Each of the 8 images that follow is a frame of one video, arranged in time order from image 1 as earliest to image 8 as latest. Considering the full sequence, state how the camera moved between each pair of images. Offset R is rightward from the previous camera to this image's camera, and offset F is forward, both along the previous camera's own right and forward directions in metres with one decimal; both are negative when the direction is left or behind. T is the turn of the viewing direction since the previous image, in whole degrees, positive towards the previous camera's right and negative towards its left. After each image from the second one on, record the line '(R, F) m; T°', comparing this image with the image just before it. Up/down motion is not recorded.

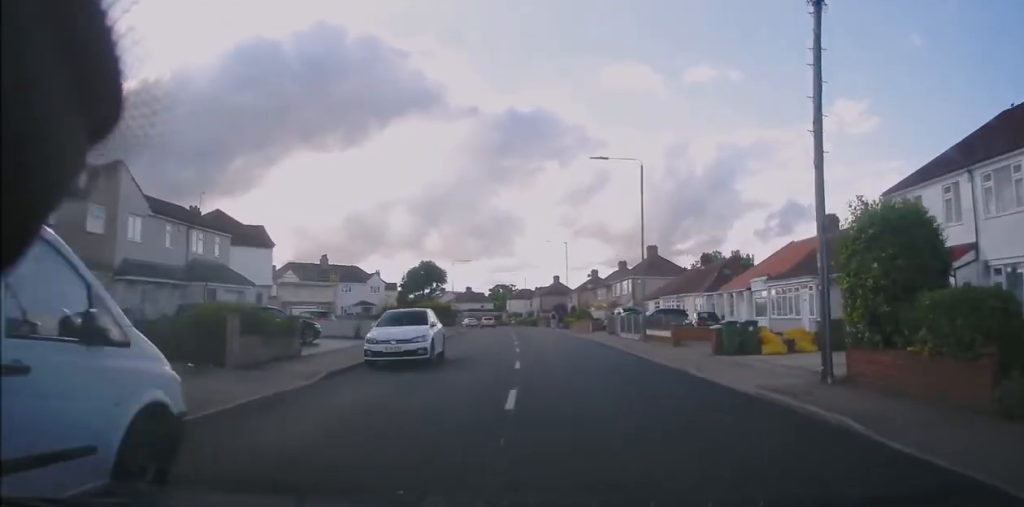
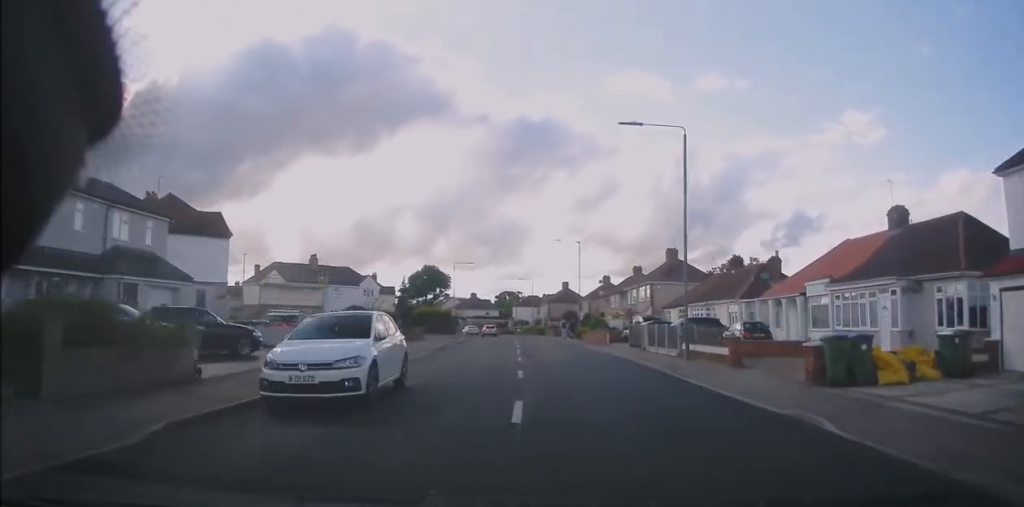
(+0.1, +6.4) m; 0°
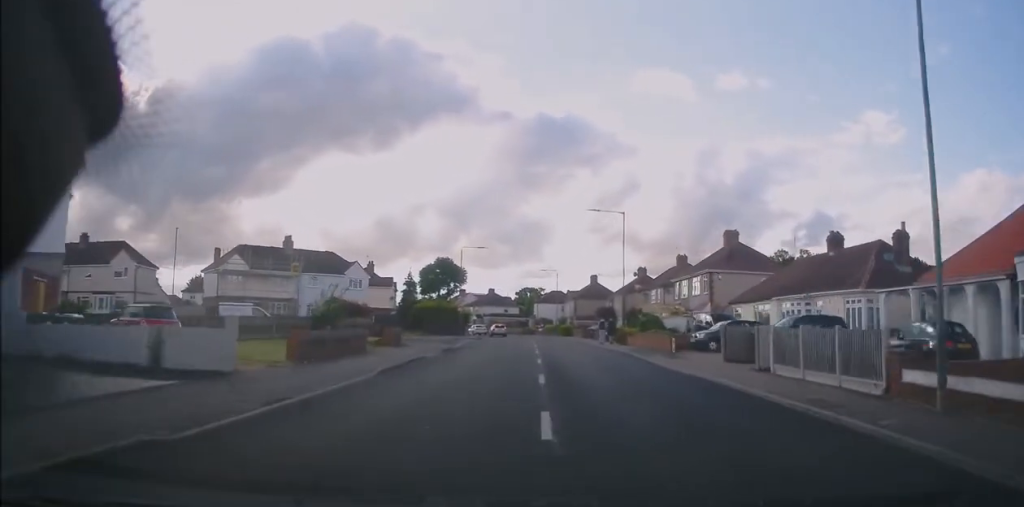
(-0.4, +13.3) m; -2°
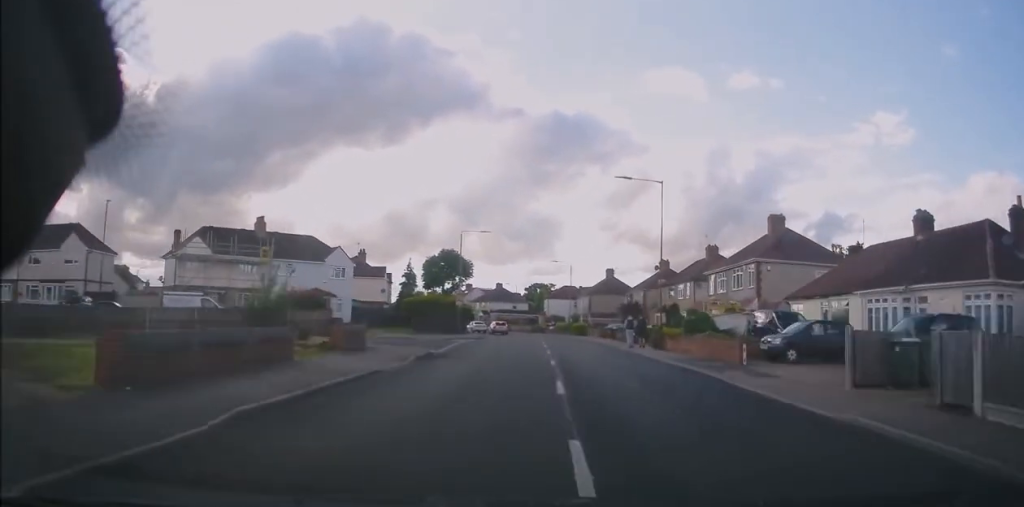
(0.0, +8.2) m; -1°
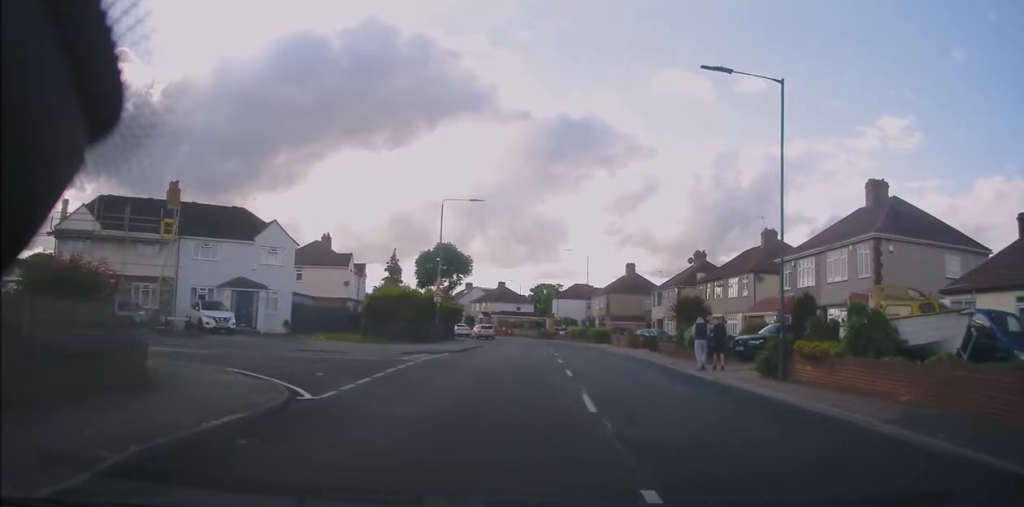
(-0.2, +14.0) m; -1°
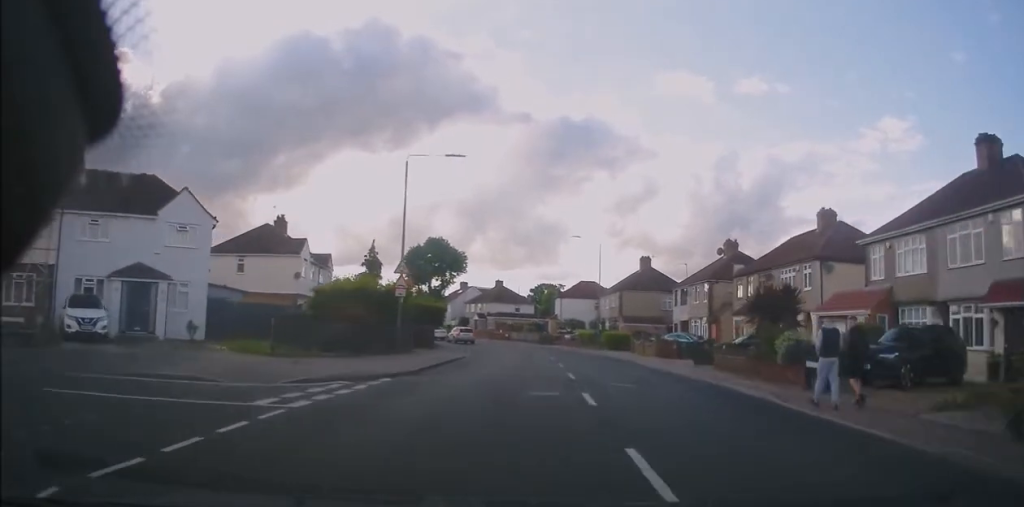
(0.0, +10.1) m; 0°
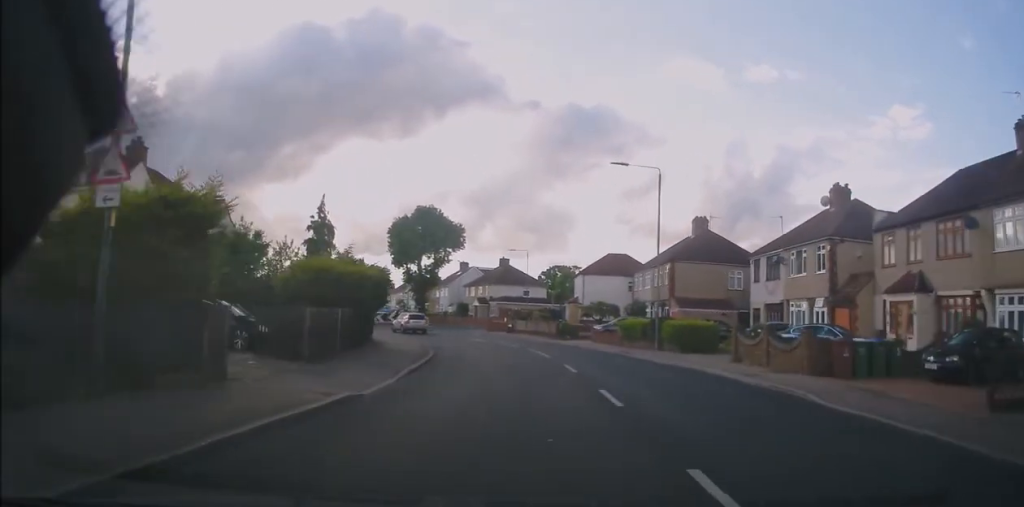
(0.0, +18.5) m; -2°
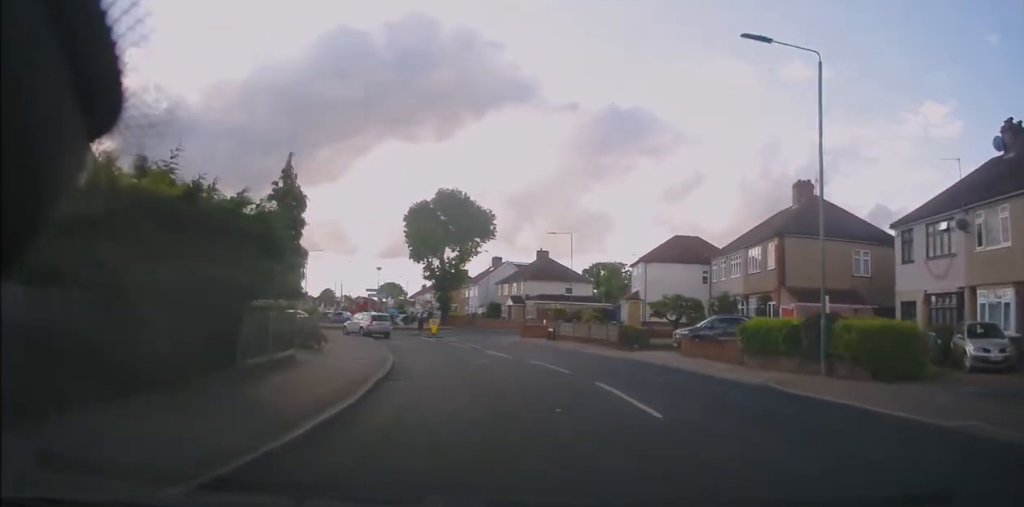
(-0.4, +13.4) m; -5°
